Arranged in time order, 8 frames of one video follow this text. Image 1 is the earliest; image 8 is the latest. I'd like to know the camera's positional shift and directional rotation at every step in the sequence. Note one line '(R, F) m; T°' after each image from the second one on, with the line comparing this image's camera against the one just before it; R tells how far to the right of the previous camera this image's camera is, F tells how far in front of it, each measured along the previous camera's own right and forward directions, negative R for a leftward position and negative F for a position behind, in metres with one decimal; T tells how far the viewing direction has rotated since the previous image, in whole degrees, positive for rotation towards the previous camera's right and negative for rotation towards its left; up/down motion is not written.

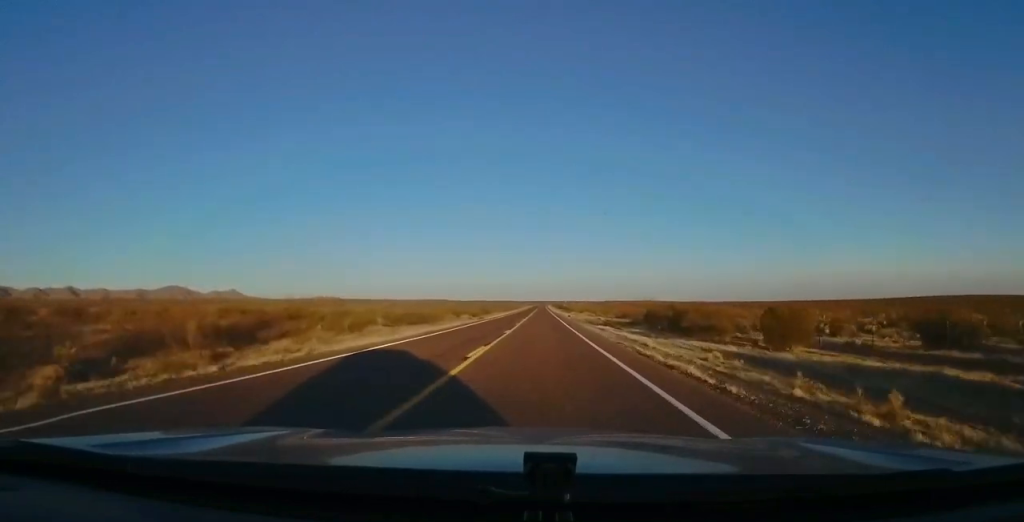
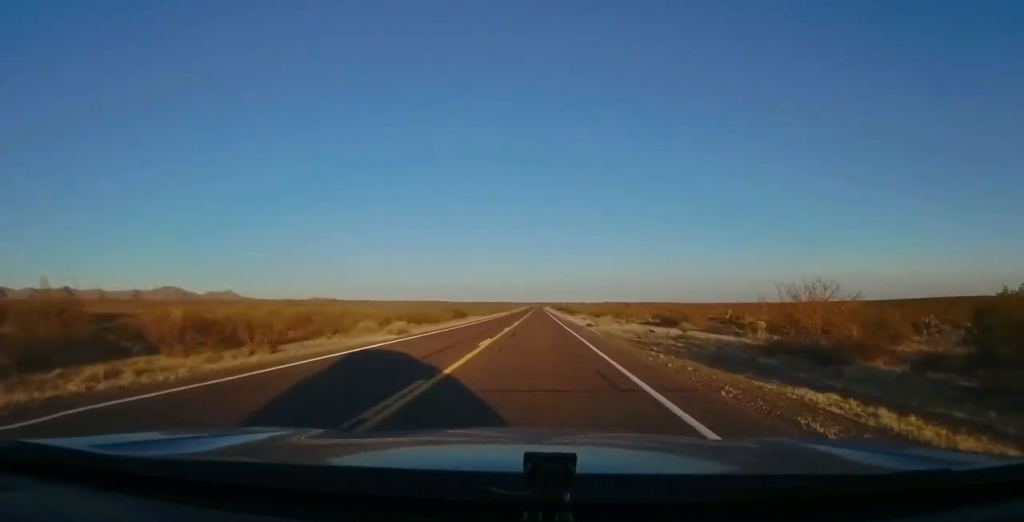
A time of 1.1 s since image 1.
(-0.3, +33.2) m; -1°
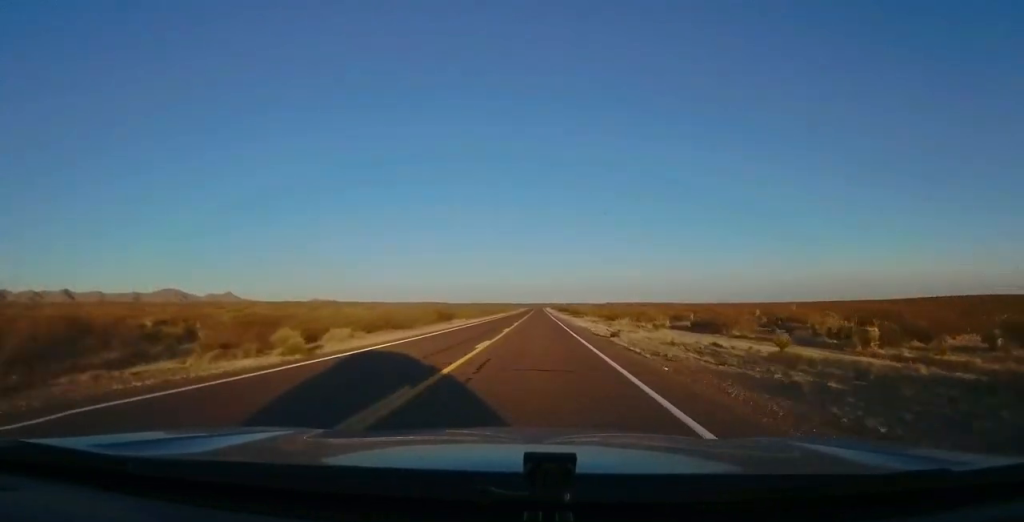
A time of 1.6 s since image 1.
(-0.2, +12.7) m; 0°
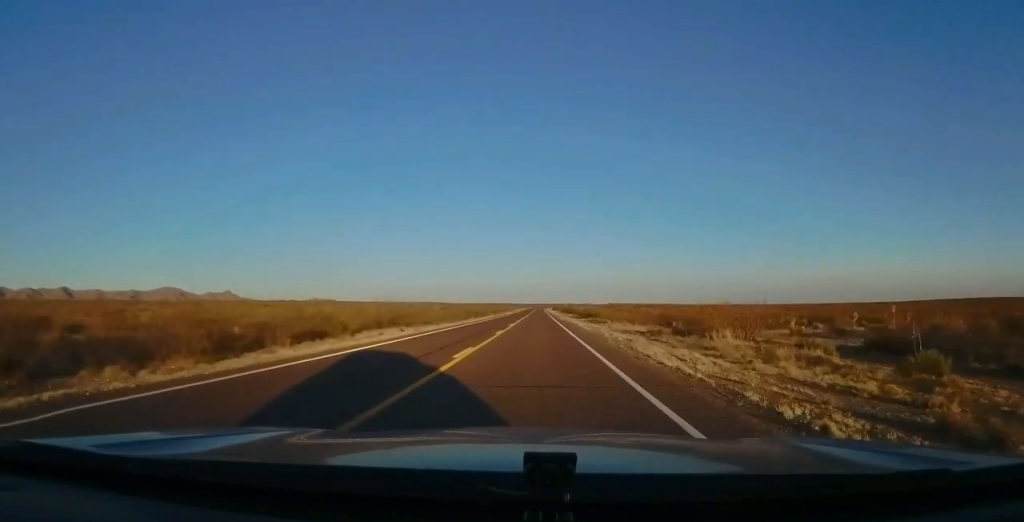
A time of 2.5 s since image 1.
(+0.4, +28.3) m; +1°
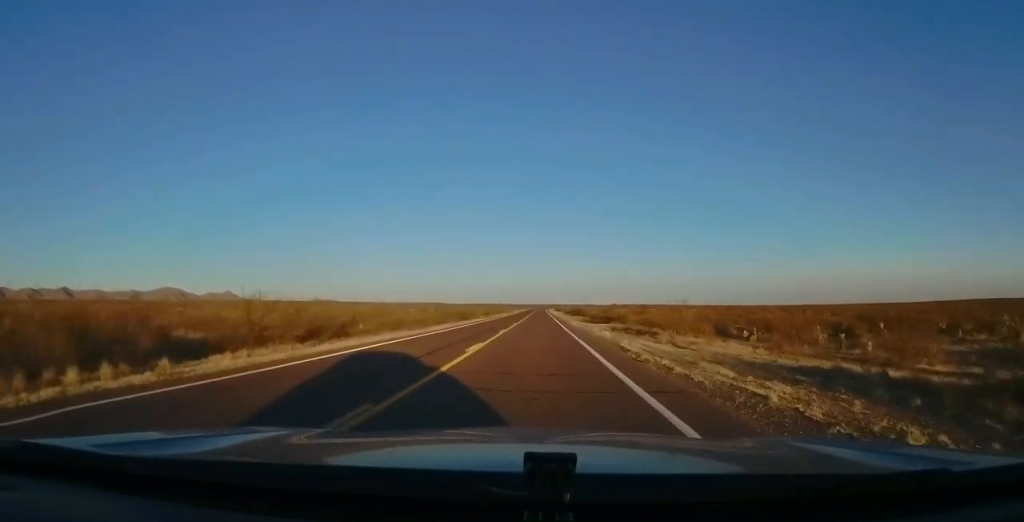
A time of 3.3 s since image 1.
(+0.1, +22.4) m; 0°
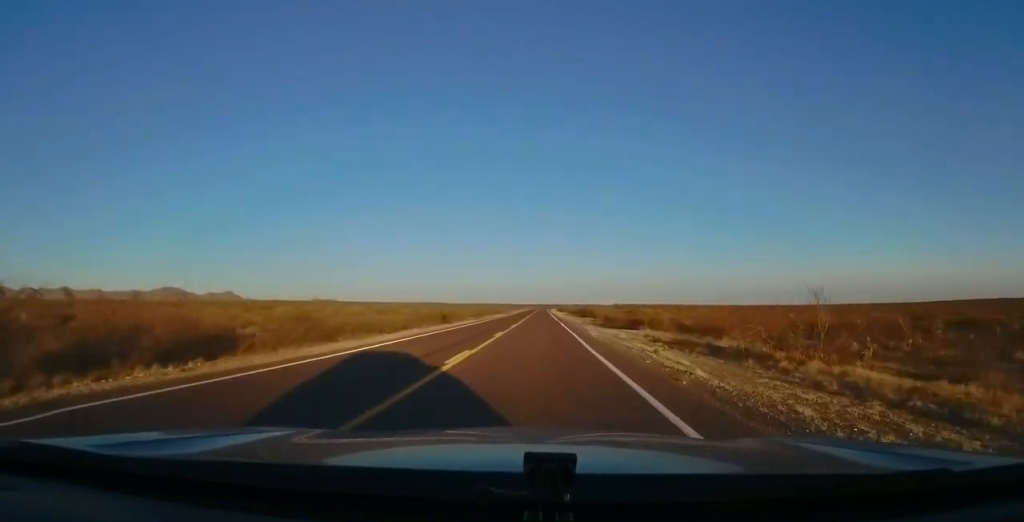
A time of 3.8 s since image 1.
(0.0, +15.6) m; 0°
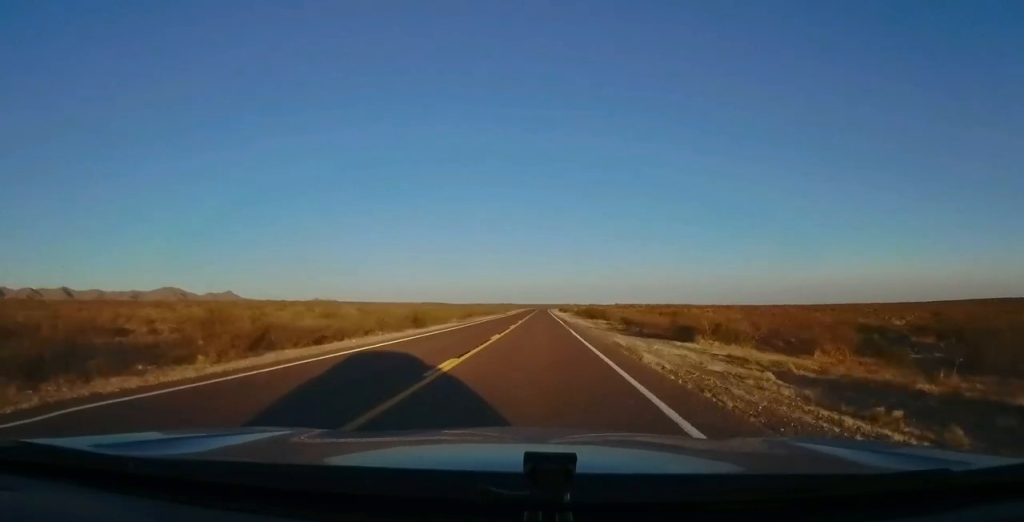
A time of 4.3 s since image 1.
(0.0, +14.6) m; 0°
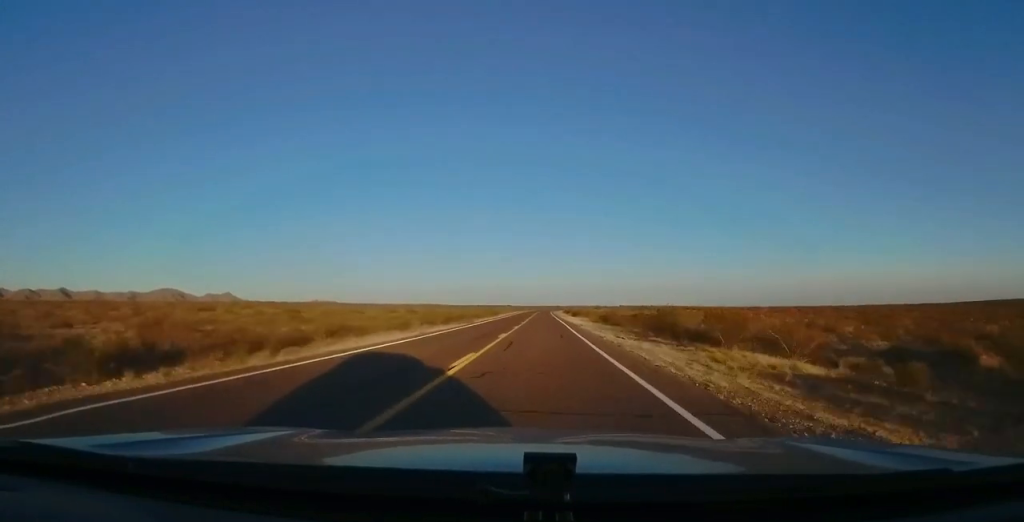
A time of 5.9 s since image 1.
(0.0, +46.9) m; 0°
